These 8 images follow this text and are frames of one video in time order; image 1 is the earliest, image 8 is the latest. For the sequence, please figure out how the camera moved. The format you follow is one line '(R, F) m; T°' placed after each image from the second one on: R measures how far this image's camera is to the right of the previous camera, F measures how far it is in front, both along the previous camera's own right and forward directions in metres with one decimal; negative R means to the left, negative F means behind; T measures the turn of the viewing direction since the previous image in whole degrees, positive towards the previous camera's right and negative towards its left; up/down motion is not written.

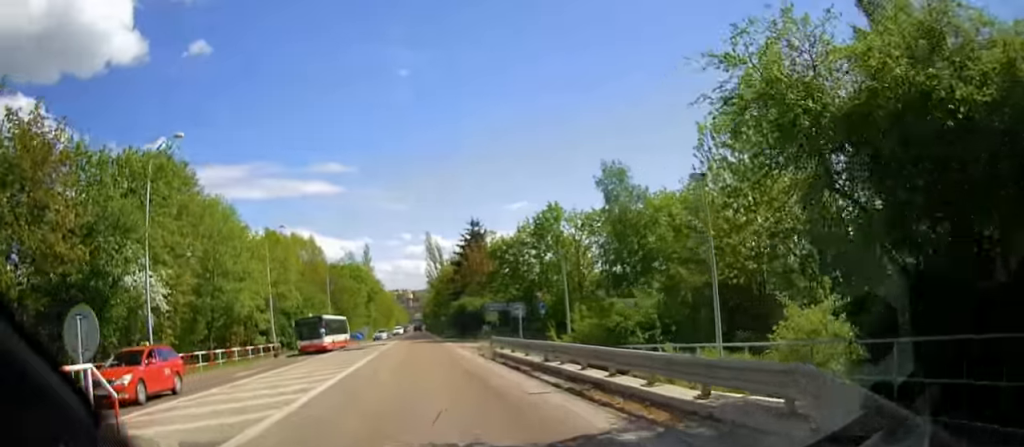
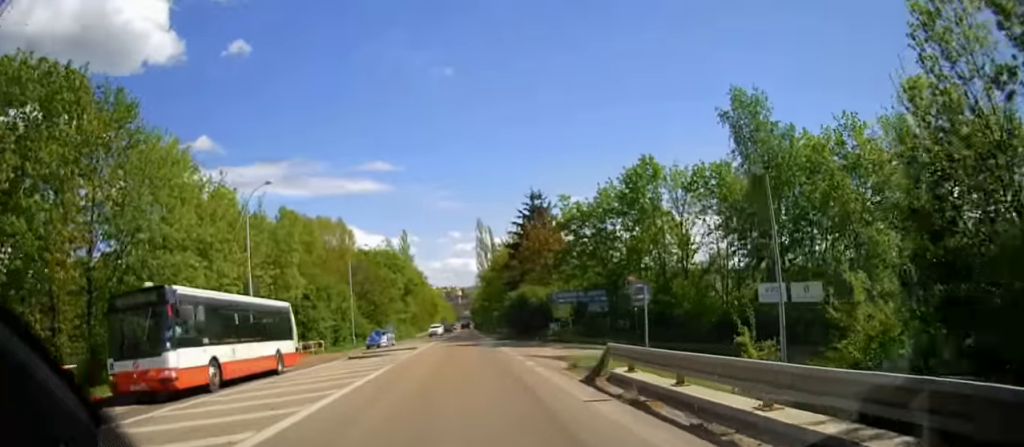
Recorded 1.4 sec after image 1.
(-1.7, +12.9) m; -10°
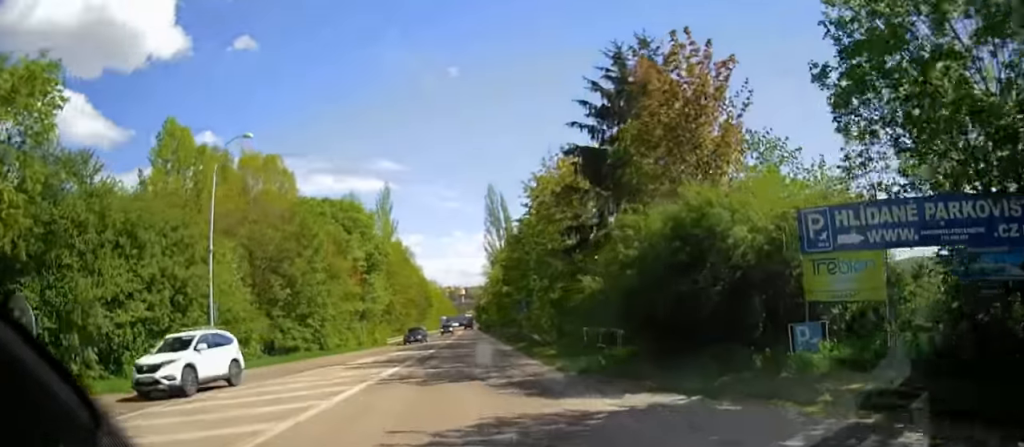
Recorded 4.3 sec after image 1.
(-1.1, +31.9) m; -3°
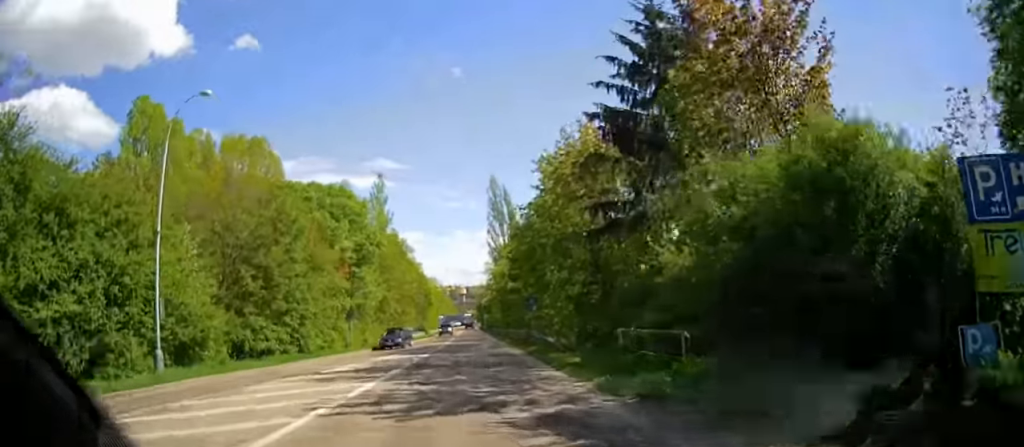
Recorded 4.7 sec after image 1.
(0.0, +4.9) m; 0°
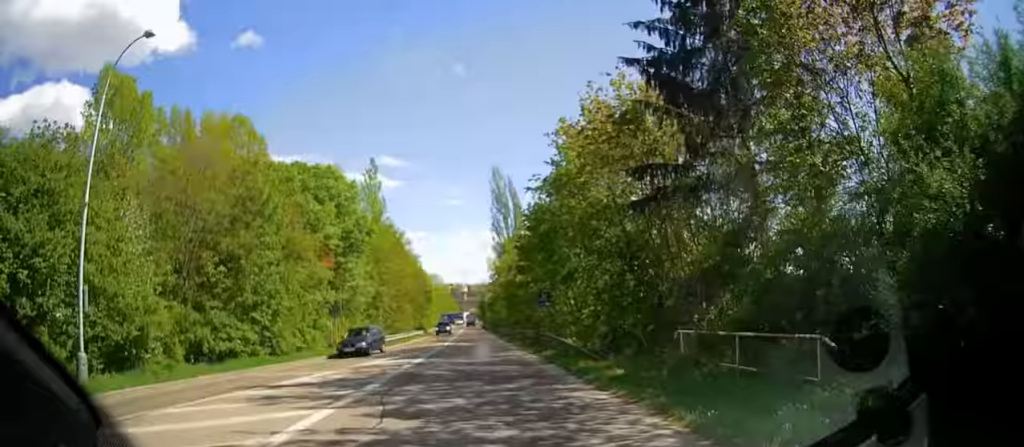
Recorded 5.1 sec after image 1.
(0.0, +4.9) m; 0°
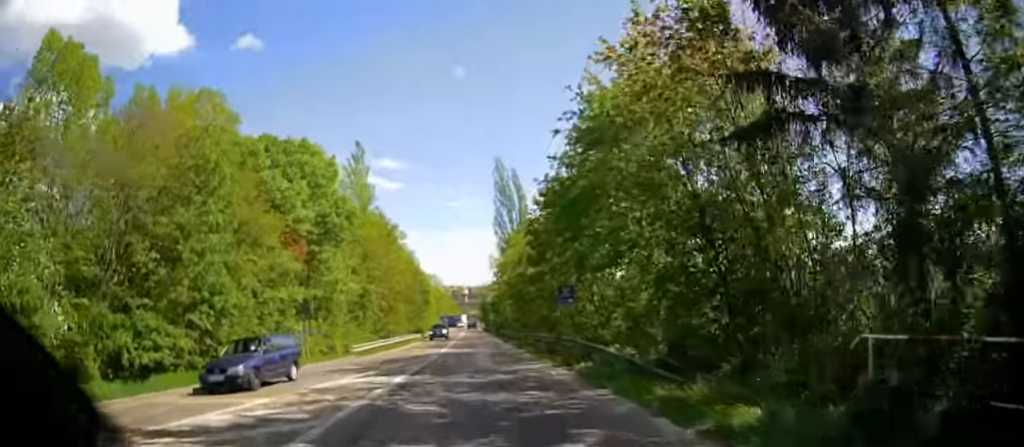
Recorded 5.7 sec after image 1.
(0.0, +6.3) m; 0°
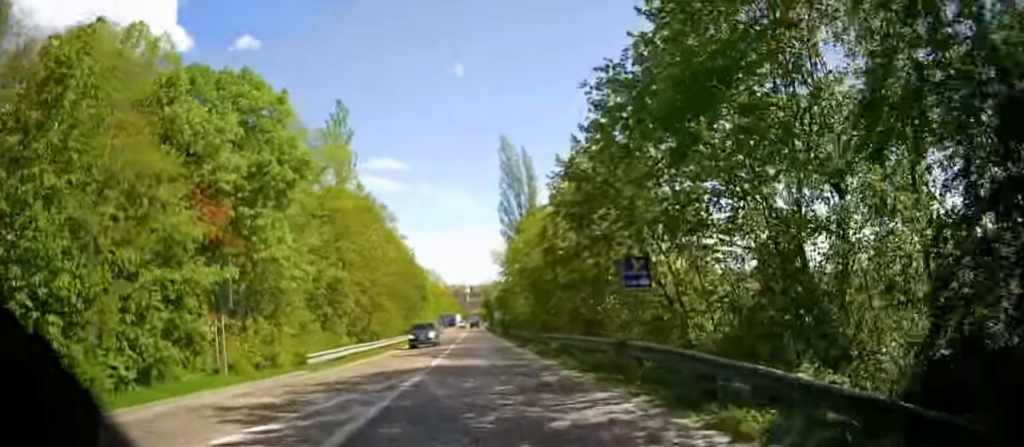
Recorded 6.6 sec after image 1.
(0.0, +9.7) m; 0°
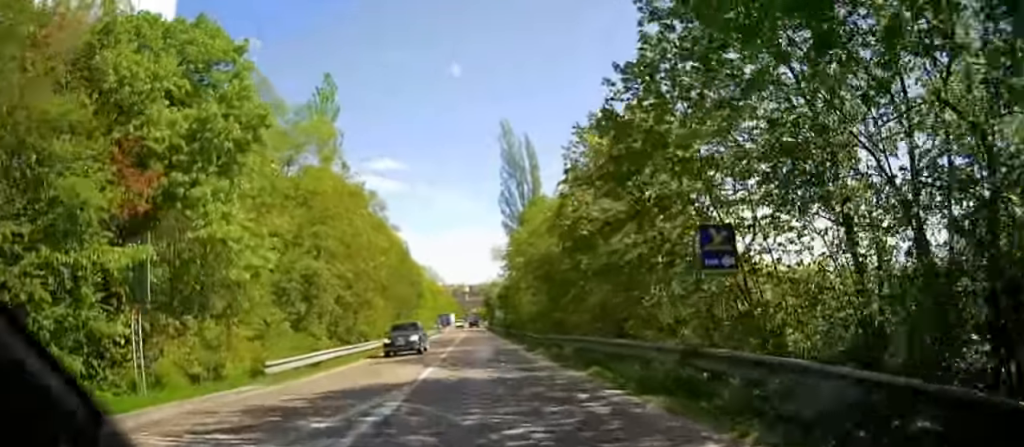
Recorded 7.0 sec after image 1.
(0.0, +4.9) m; 0°
